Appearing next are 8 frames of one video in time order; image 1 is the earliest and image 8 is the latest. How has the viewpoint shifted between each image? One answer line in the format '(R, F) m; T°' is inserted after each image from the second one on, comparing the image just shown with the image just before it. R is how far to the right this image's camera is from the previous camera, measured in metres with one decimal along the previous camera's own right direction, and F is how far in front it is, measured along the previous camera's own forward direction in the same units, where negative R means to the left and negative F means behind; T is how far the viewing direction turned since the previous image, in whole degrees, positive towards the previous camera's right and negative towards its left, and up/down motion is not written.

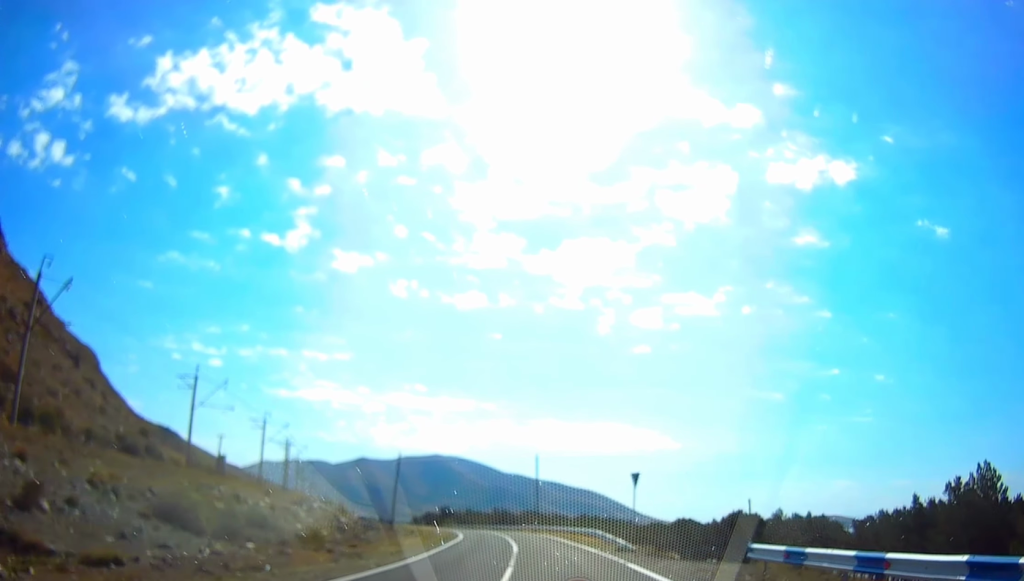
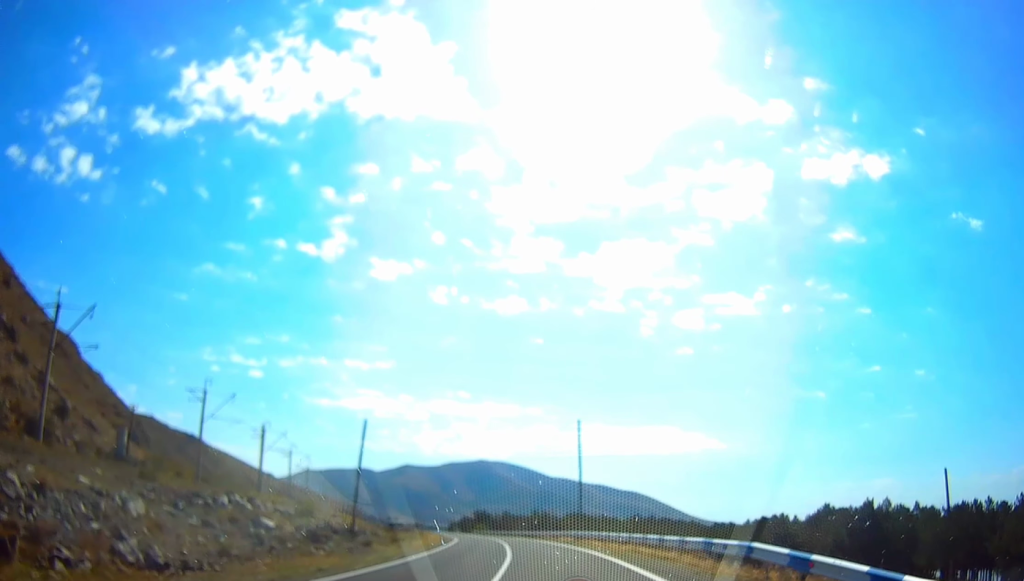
(-1.4, +29.1) m; -6°
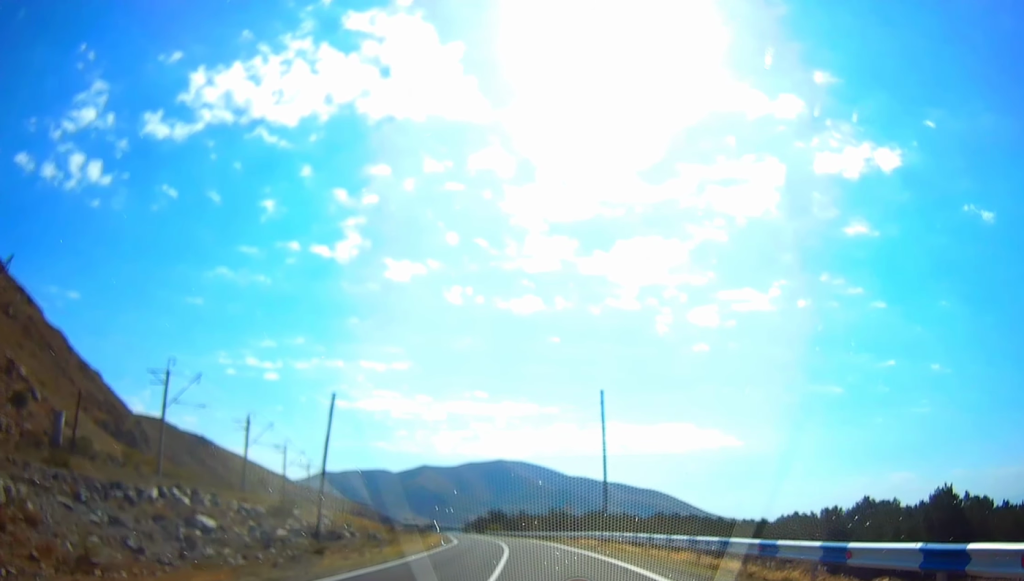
(+0.2, +10.1) m; -2°
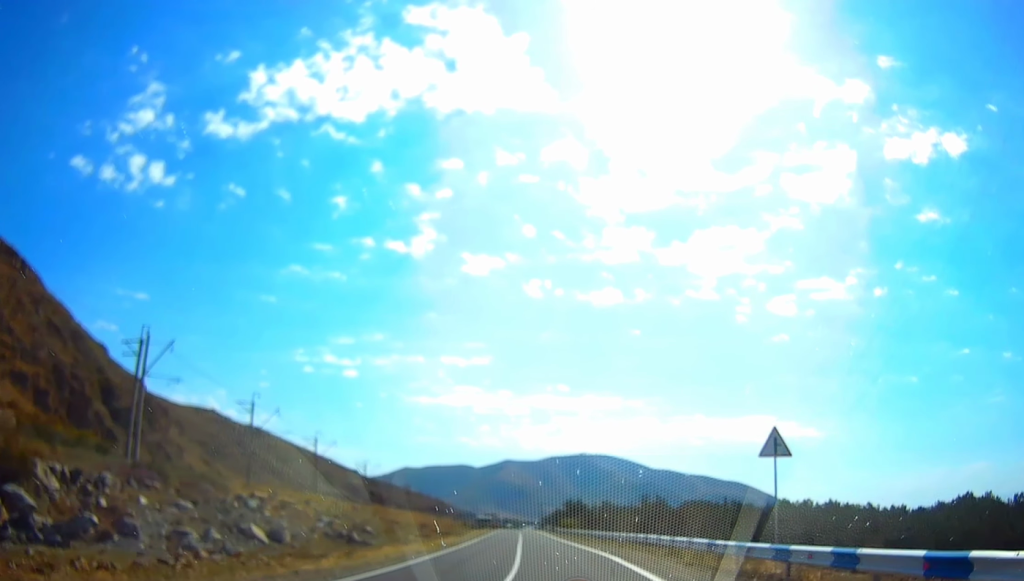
(-3.2, +41.7) m; -4°
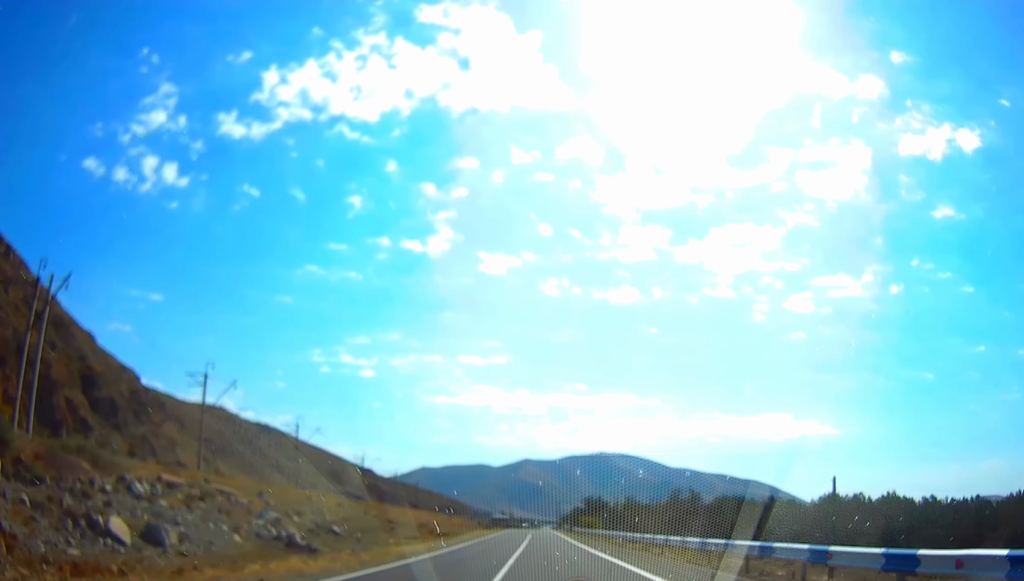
(0.0, +16.6) m; 0°
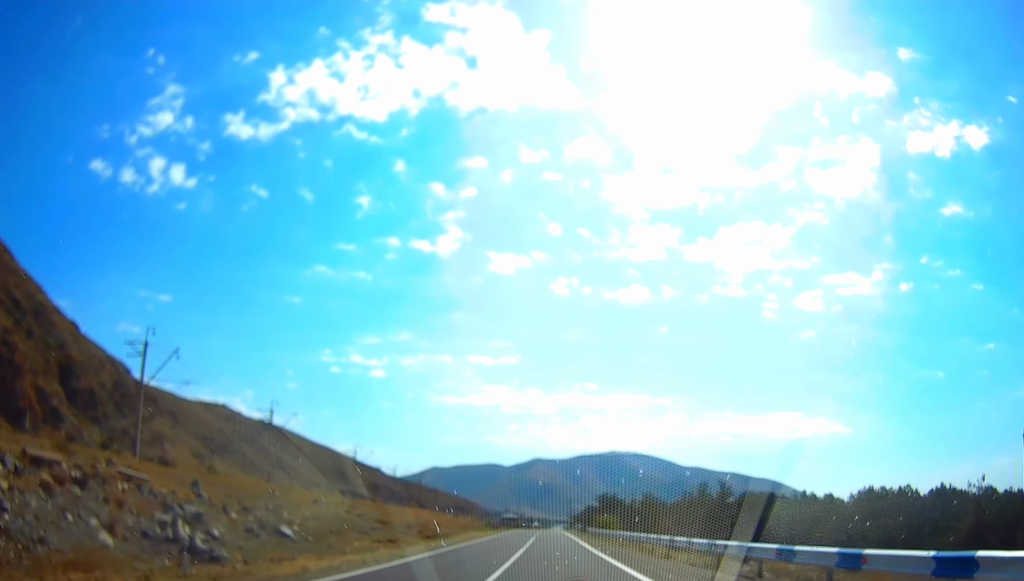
(0.0, +12.3) m; 0°
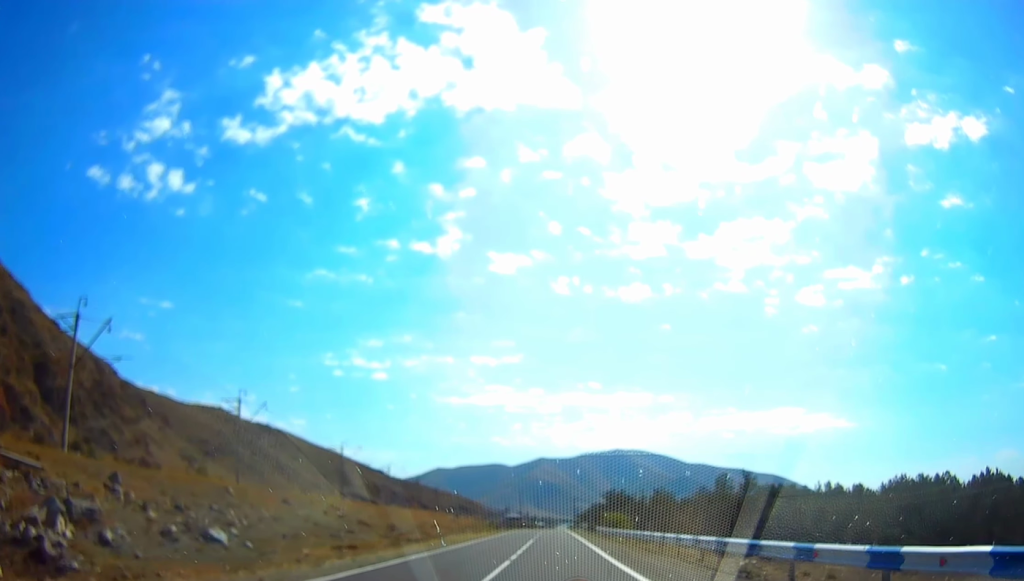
(0.0, +10.9) m; 0°
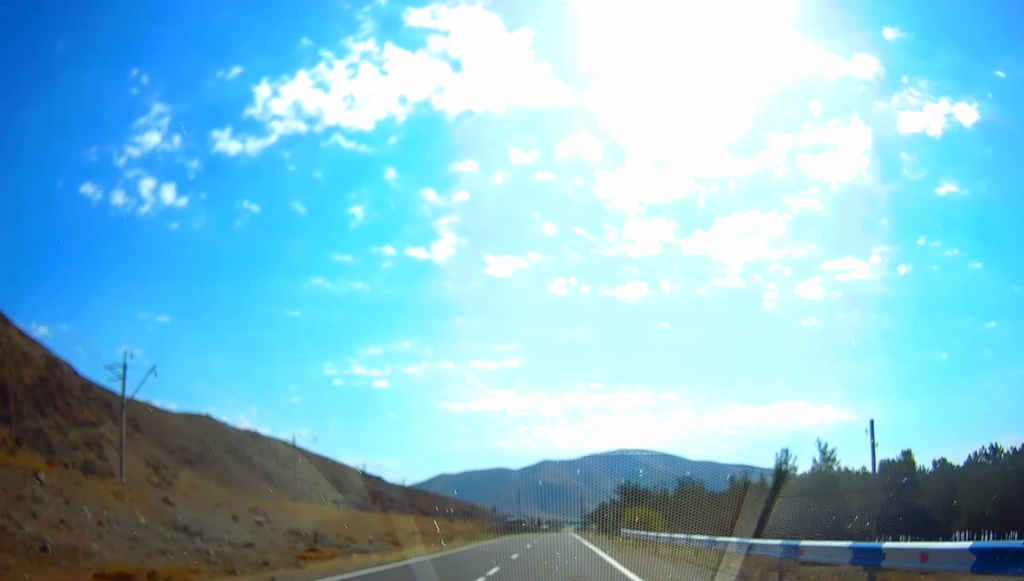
(0.0, +24.3) m; 0°
